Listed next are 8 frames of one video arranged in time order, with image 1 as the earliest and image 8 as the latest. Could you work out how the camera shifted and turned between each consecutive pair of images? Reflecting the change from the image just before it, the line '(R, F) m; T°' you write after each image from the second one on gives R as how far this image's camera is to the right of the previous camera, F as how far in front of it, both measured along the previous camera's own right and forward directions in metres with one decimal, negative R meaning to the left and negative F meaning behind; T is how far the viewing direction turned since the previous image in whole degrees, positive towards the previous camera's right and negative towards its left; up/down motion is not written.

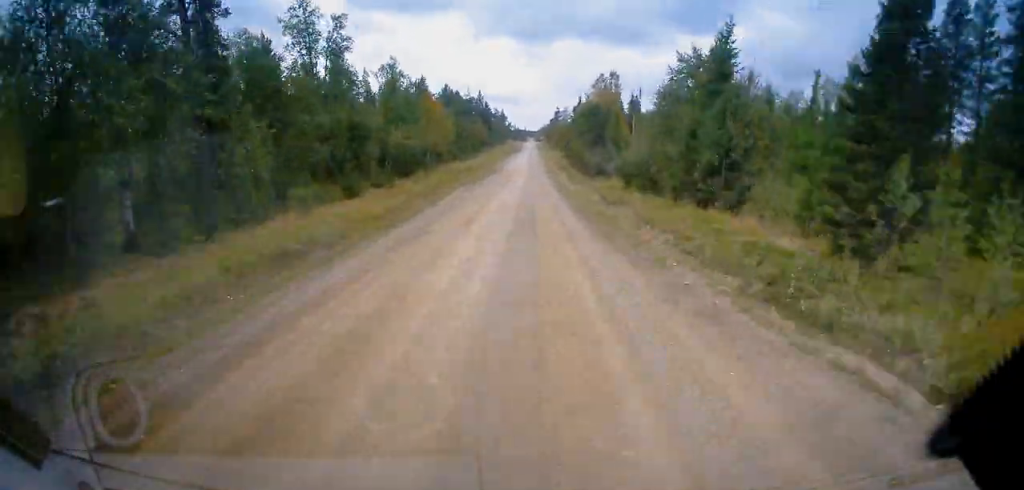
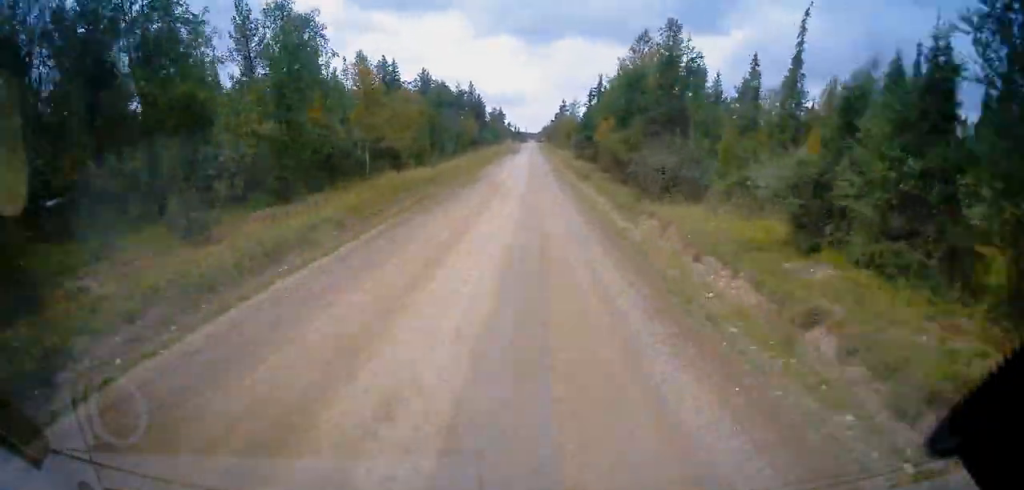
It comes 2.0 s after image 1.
(-0.2, +27.1) m; +2°
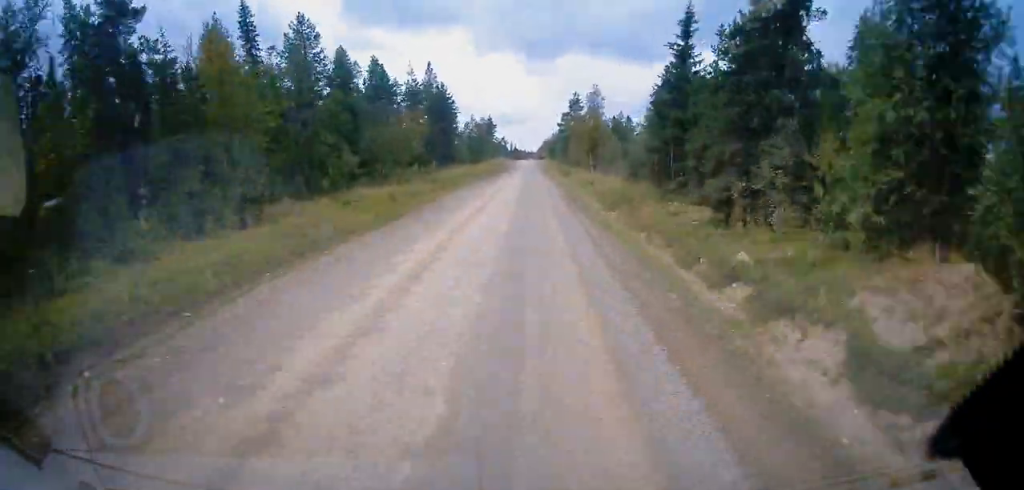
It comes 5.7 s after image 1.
(+2.4, +51.7) m; -2°
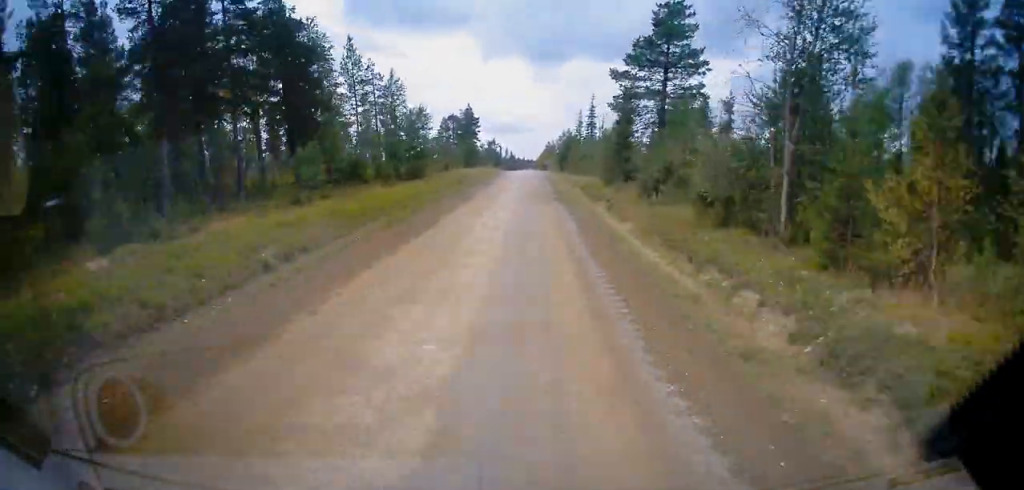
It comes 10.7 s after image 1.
(-5.1, +54.0) m; -9°
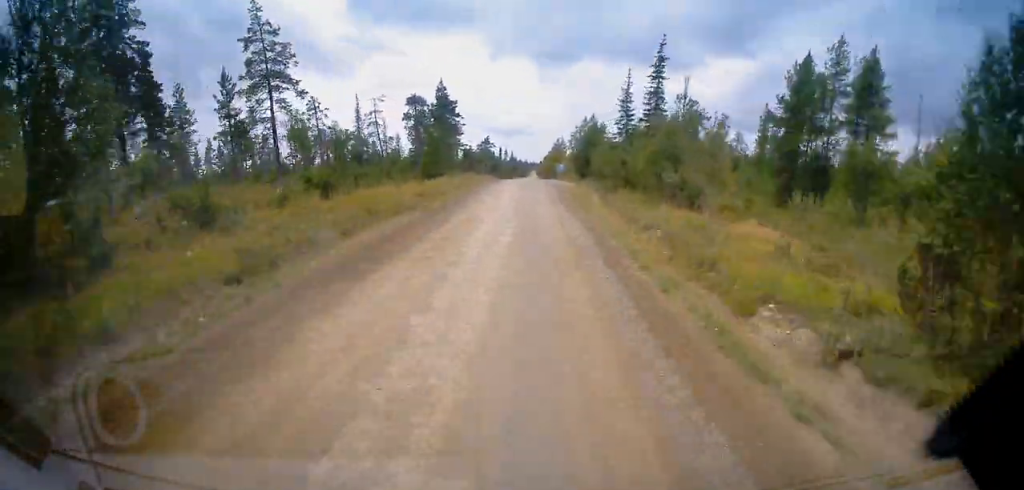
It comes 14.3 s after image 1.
(-2.1, +33.6) m; +1°
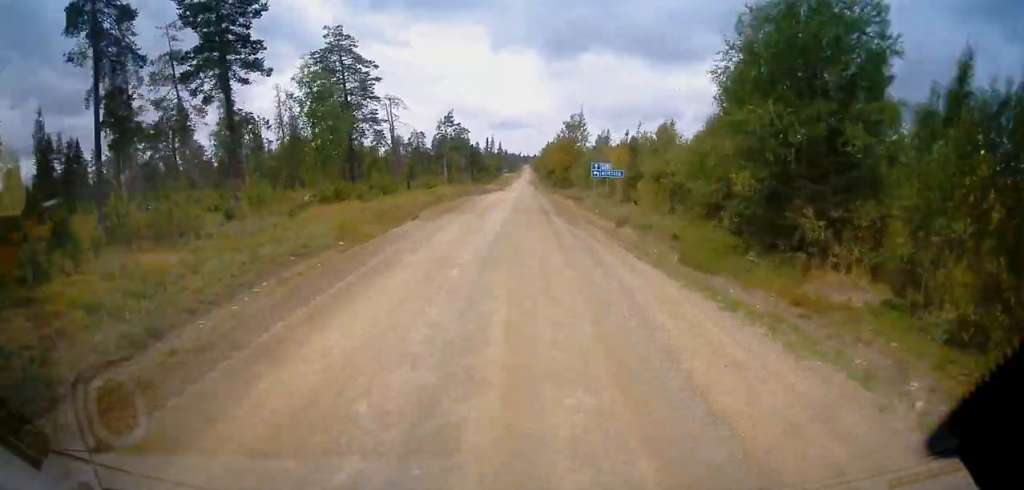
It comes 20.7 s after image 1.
(+6.3, +56.5) m; +6°
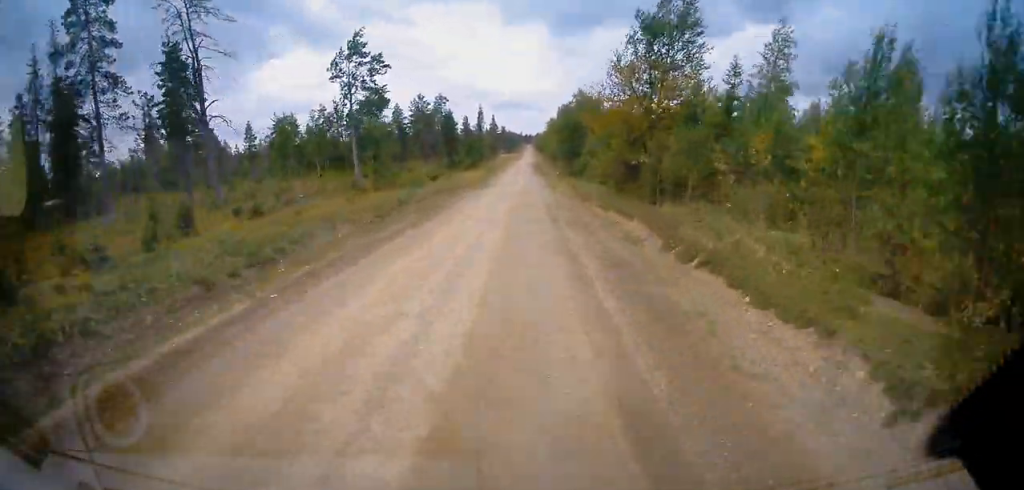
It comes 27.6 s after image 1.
(-0.4, +51.3) m; 0°
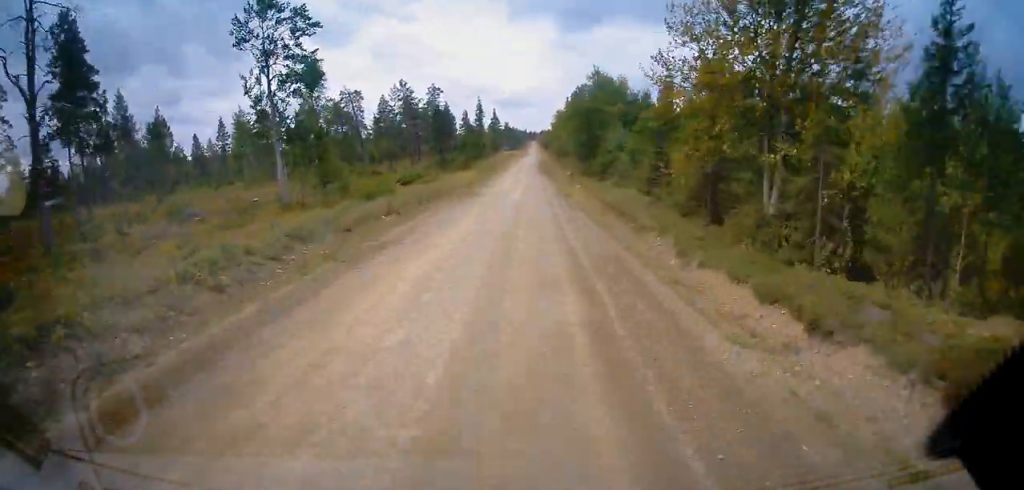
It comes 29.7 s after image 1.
(+0.3, +15.0) m; 0°
